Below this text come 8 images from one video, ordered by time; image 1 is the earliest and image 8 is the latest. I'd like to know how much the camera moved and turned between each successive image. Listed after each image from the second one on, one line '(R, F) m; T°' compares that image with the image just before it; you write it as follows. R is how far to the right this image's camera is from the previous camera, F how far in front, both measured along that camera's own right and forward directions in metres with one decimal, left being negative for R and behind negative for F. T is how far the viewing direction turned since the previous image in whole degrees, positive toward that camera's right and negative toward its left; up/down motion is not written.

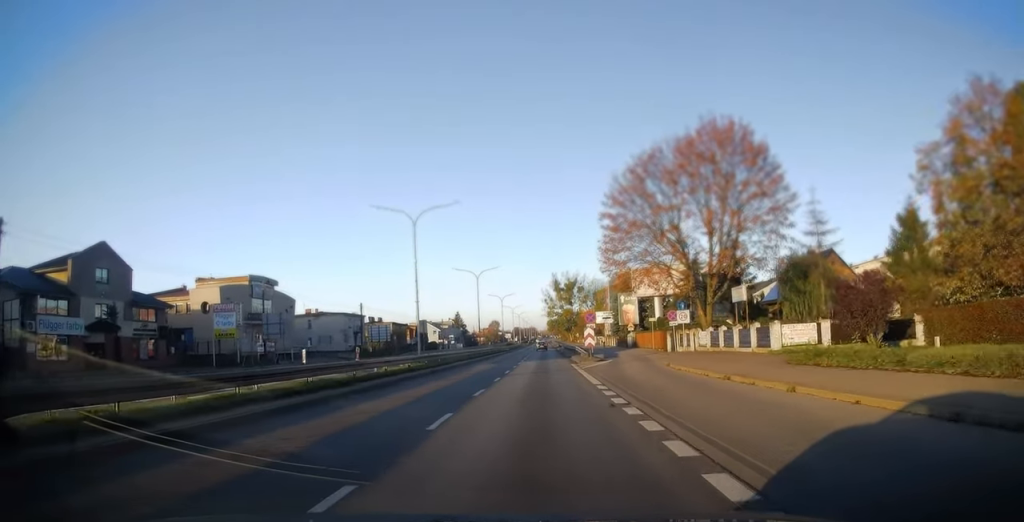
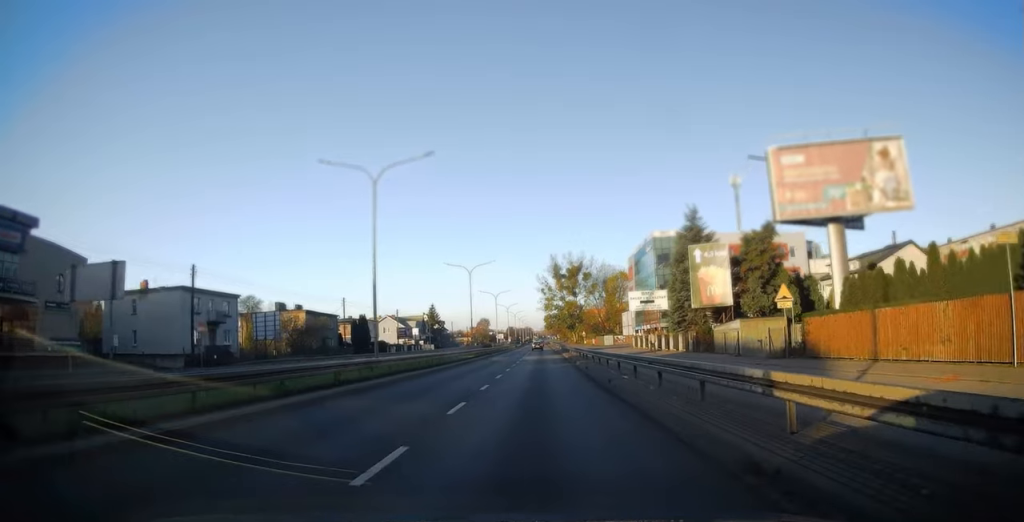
(+1.0, +45.7) m; +2°
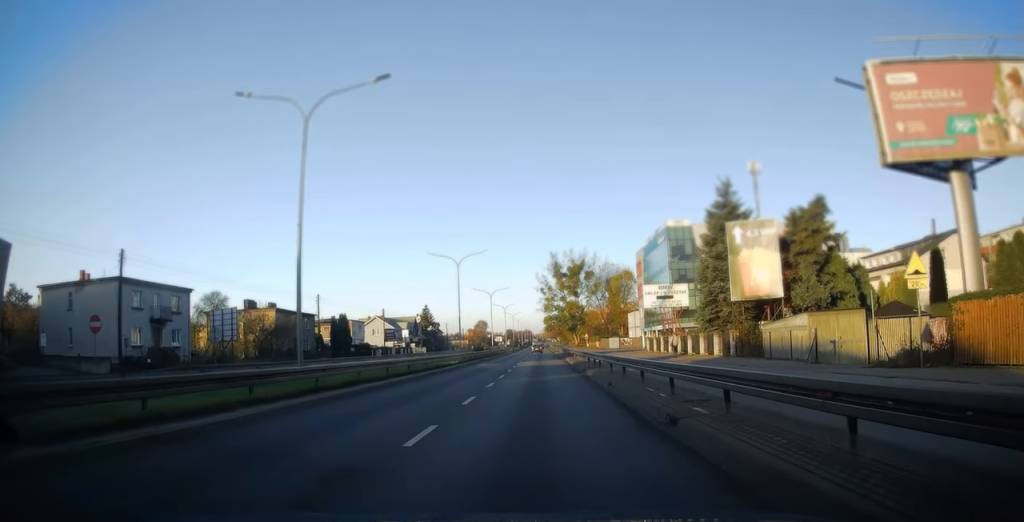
(0.0, +9.6) m; 0°
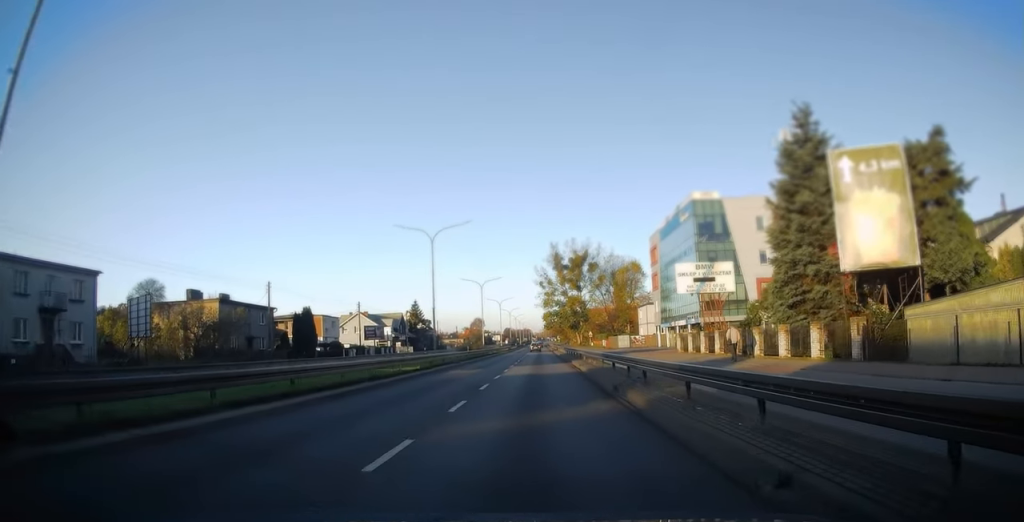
(+0.2, +13.7) m; 0°
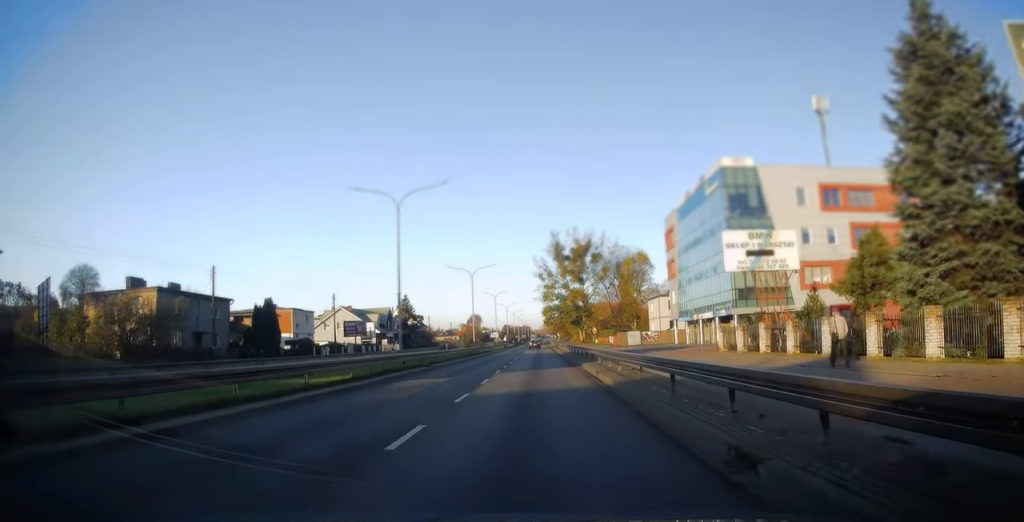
(-0.3, +11.0) m; 0°
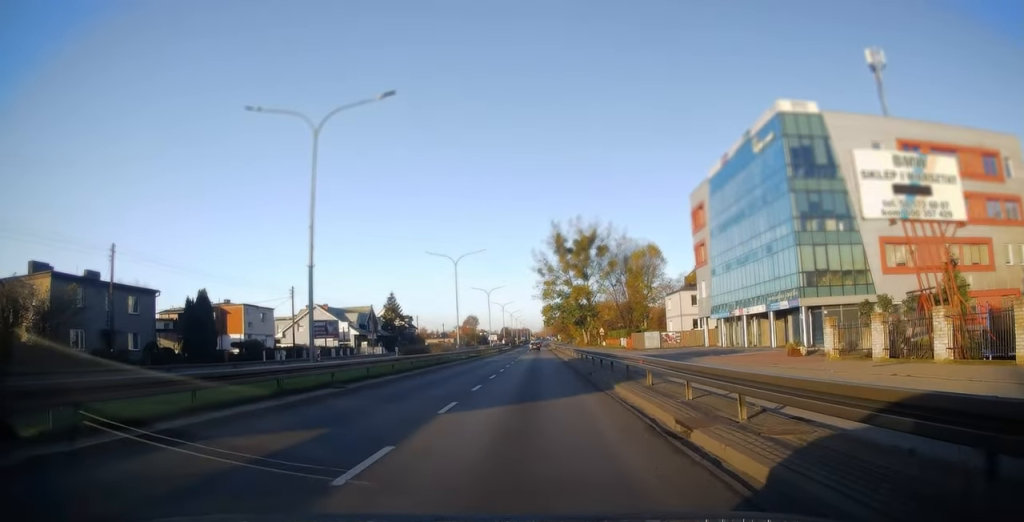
(+0.2, +13.7) m; 0°
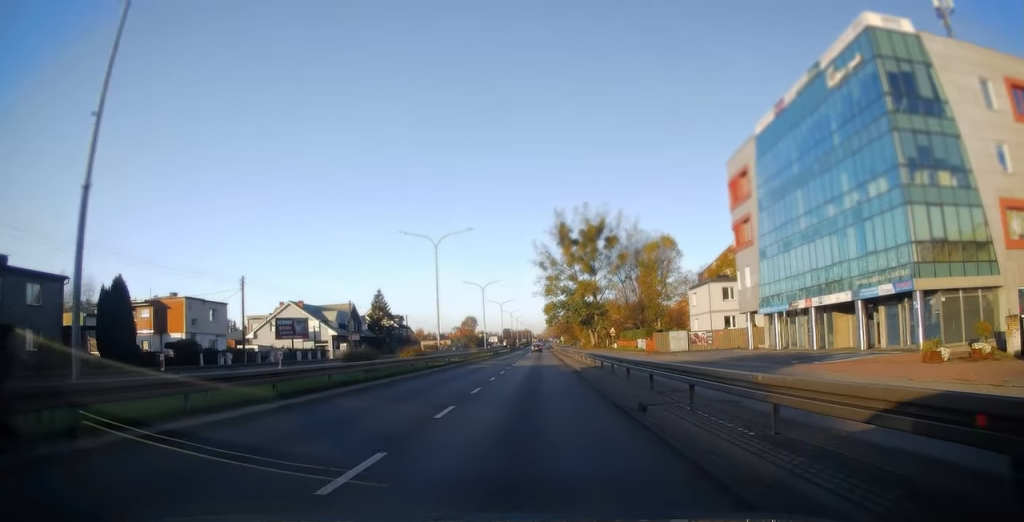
(0.0, +12.3) m; -1°
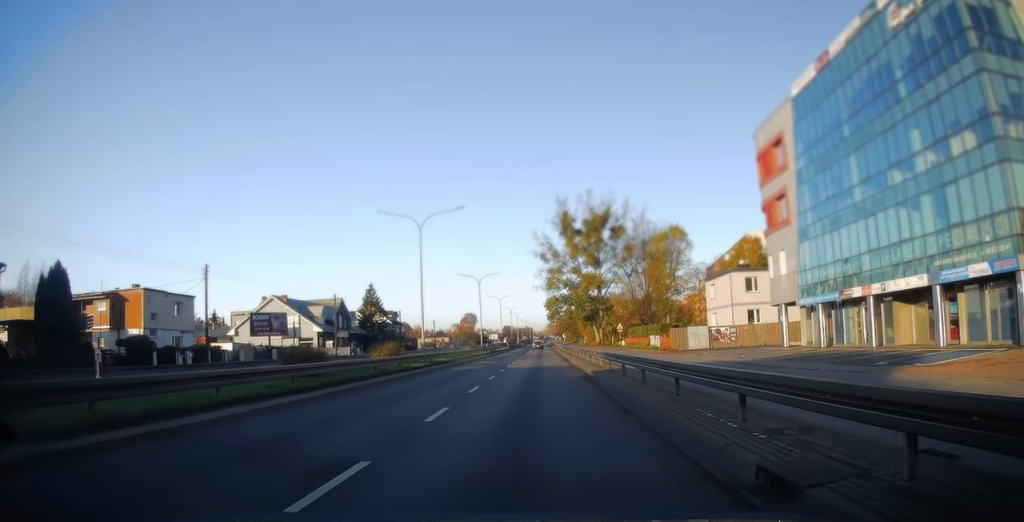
(-0.1, +6.8) m; -1°
